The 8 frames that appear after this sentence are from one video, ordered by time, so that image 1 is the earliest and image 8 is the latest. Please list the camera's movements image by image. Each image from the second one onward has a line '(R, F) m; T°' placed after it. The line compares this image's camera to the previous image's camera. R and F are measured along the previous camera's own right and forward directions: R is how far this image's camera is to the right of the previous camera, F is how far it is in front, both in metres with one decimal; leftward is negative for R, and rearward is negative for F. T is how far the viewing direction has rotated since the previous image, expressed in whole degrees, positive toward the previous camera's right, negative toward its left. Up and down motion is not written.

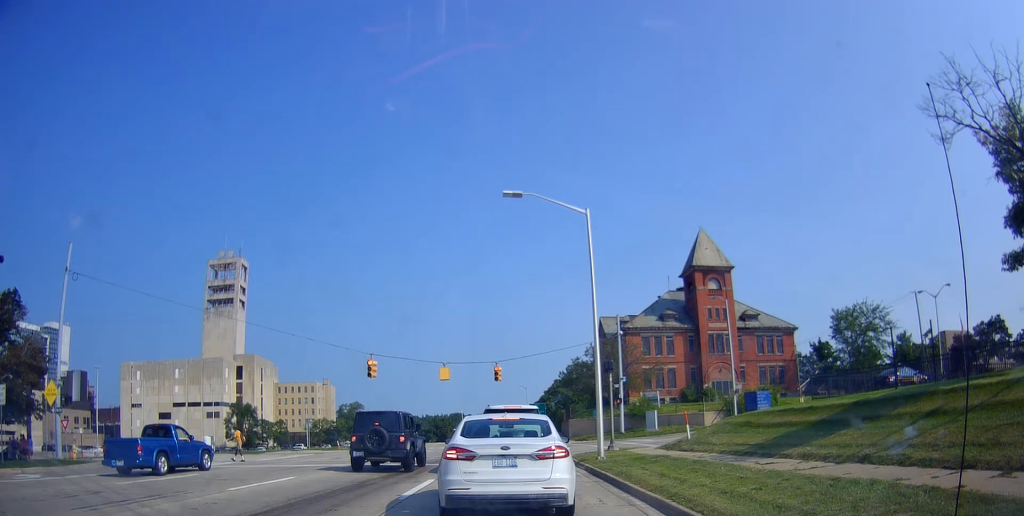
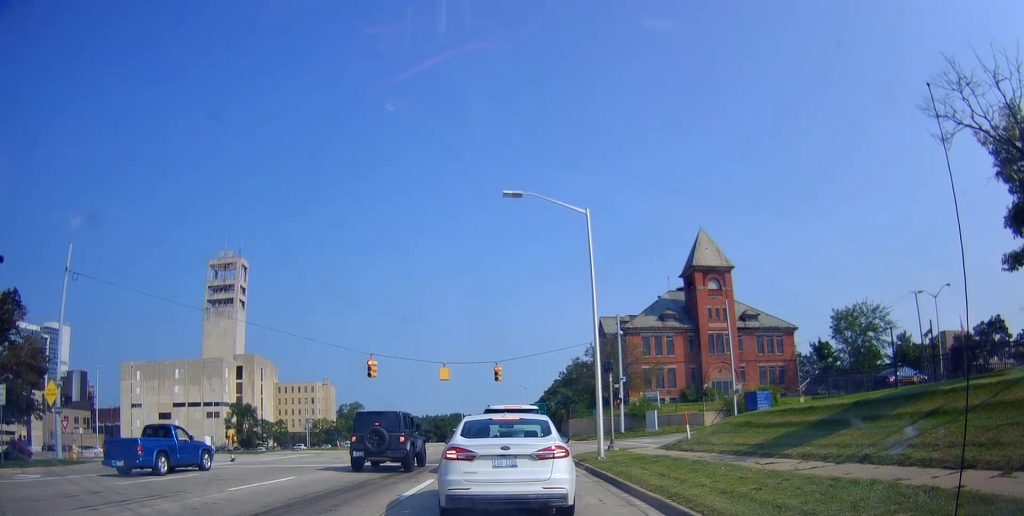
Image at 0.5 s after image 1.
(0.0, 0.0) m; 0°
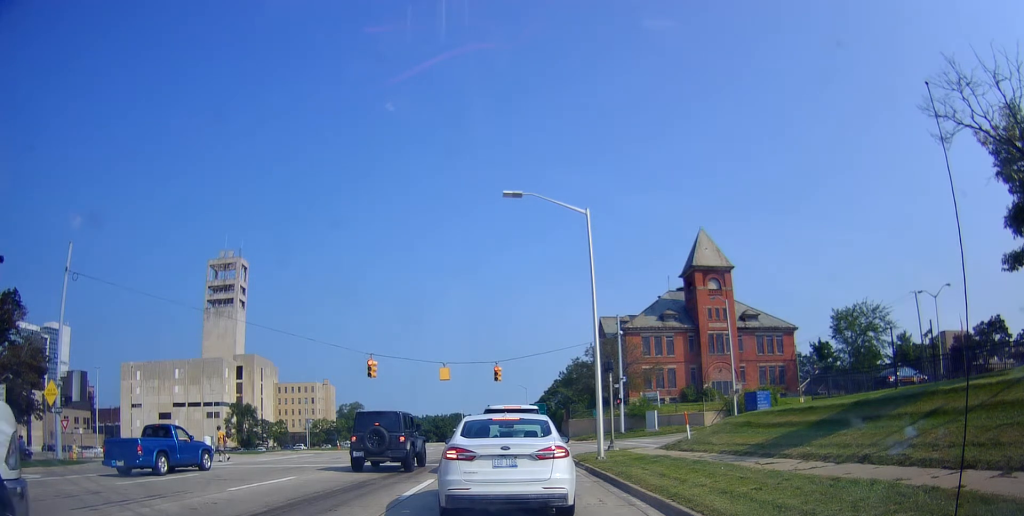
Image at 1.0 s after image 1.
(0.0, 0.0) m; 0°
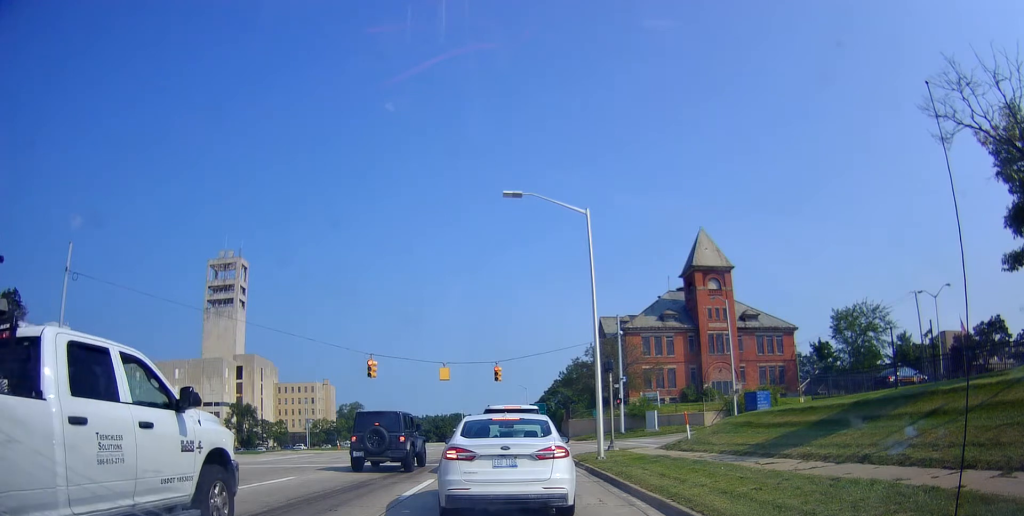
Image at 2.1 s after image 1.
(0.0, 0.0) m; 0°
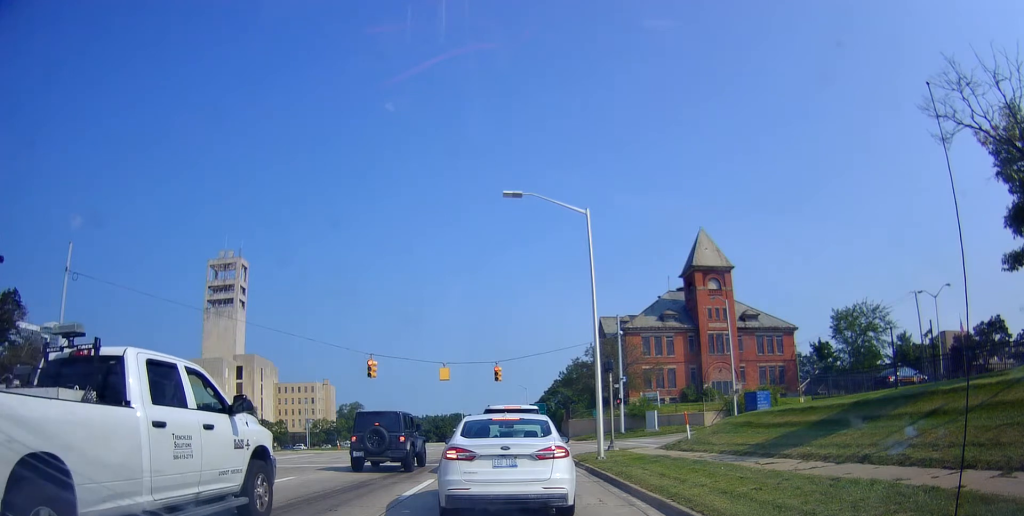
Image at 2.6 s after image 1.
(0.0, 0.0) m; 0°
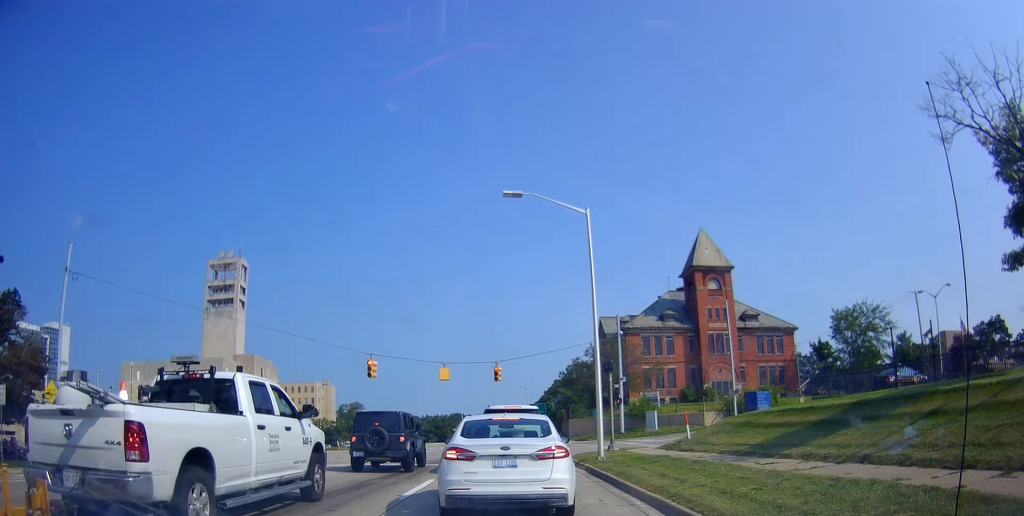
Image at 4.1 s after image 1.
(0.0, 0.0) m; 0°
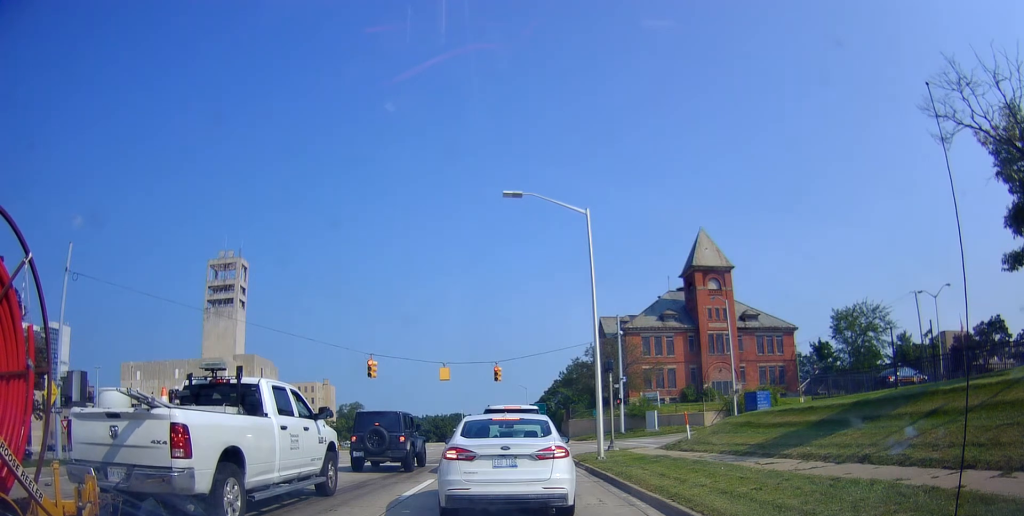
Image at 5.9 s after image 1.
(0.0, 0.0) m; 0°
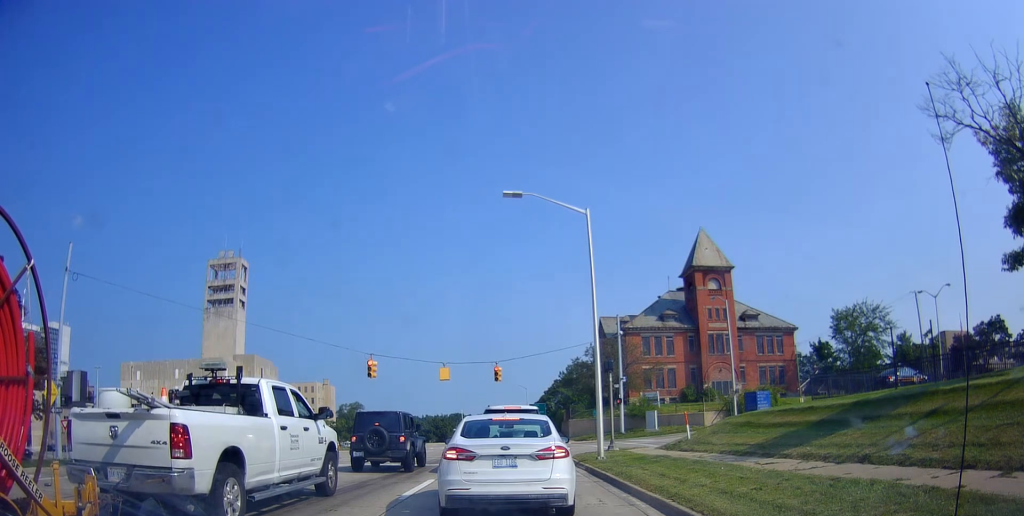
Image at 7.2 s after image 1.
(0.0, 0.0) m; 0°
